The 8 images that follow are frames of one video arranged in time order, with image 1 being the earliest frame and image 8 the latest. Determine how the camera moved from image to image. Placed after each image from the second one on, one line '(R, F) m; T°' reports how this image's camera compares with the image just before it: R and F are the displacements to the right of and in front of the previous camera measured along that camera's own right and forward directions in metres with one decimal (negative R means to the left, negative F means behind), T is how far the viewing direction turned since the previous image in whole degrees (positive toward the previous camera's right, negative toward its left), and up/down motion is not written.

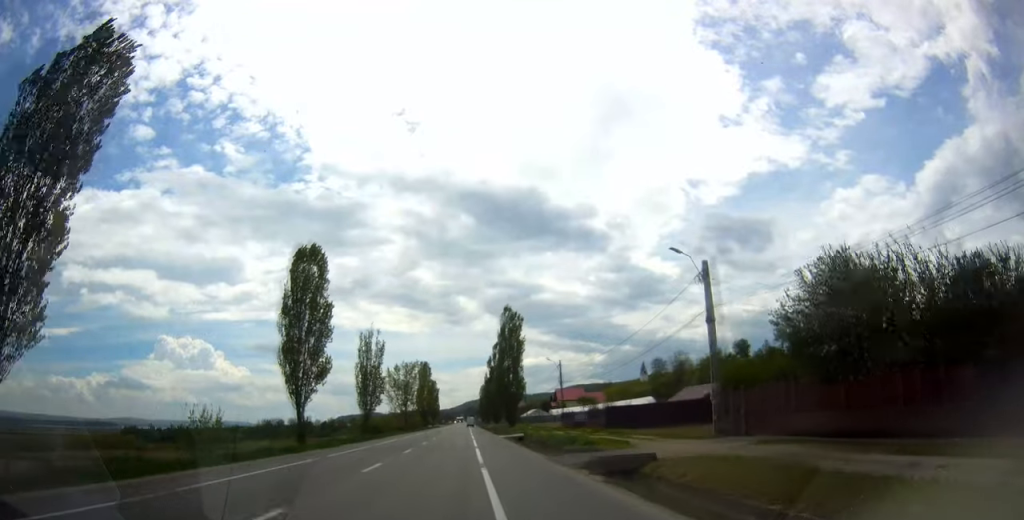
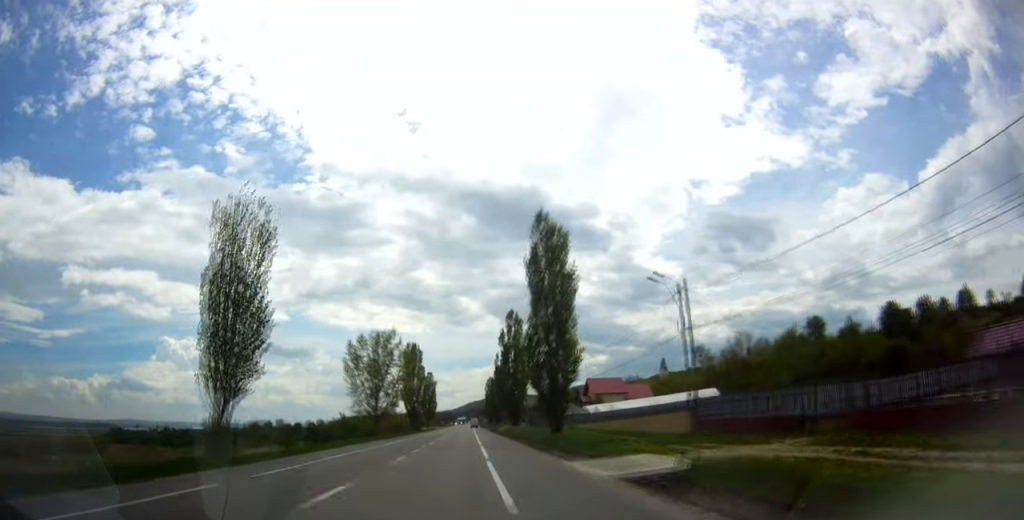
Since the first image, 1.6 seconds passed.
(-0.7, +41.3) m; -1°
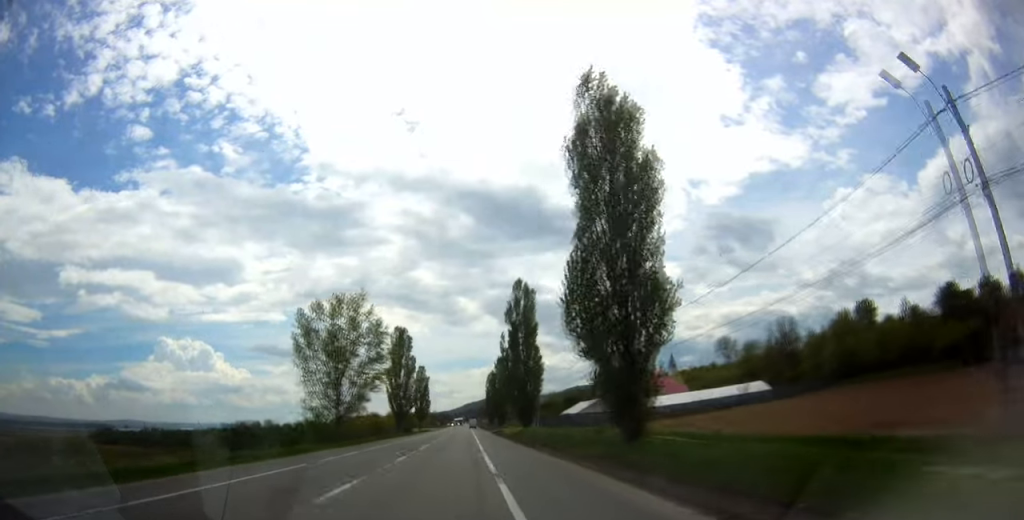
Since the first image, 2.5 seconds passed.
(0.0, +22.2) m; +1°
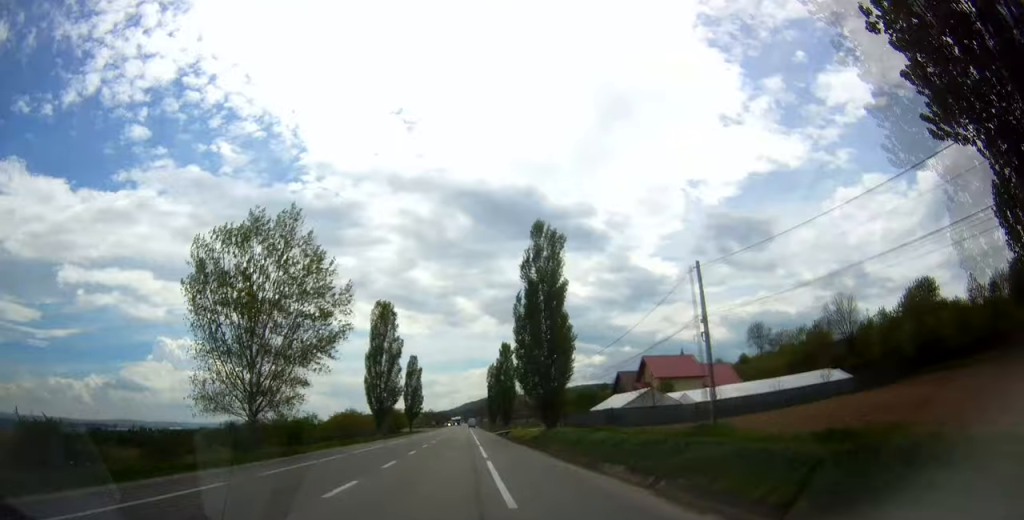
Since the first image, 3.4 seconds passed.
(+0.5, +22.2) m; 0°
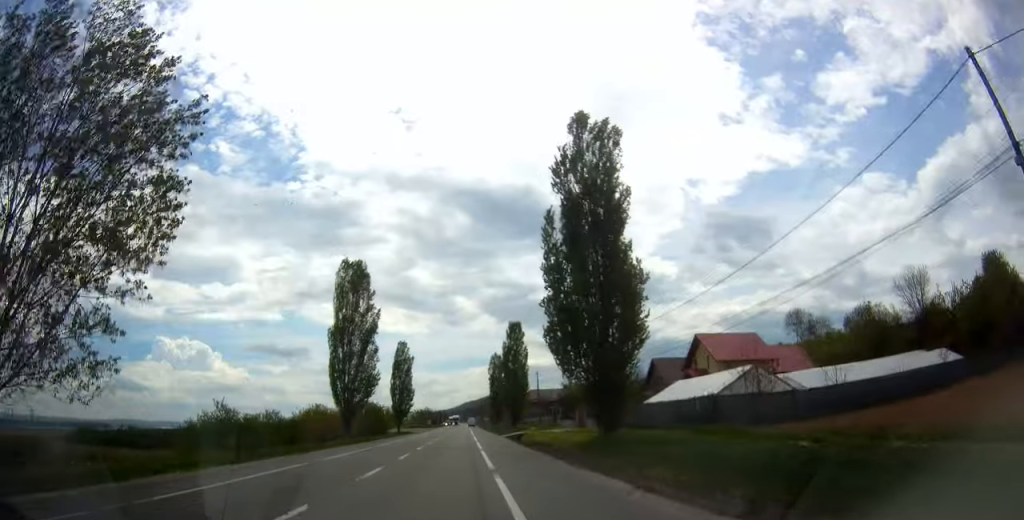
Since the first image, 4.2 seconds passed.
(-0.5, +21.2) m; -1°
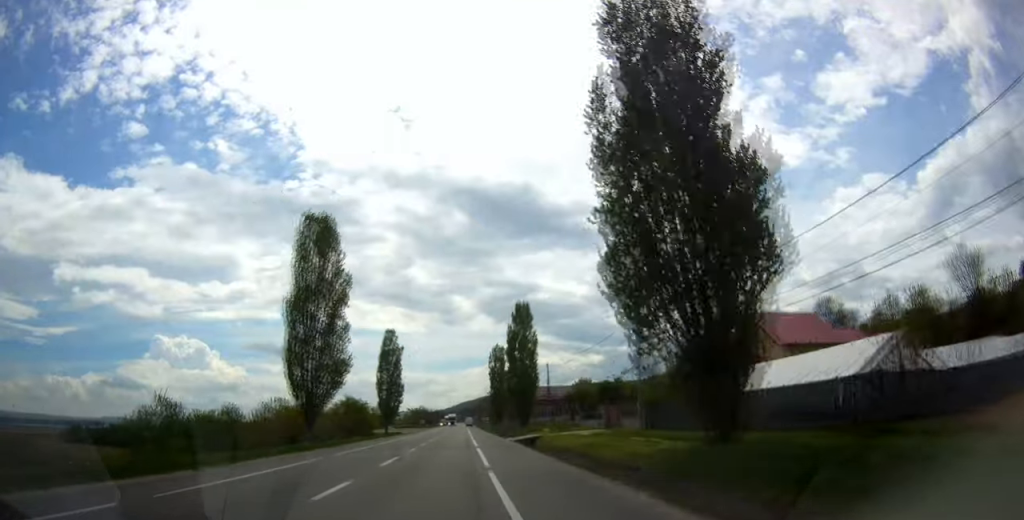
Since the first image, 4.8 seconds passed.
(0.0, +14.2) m; 0°
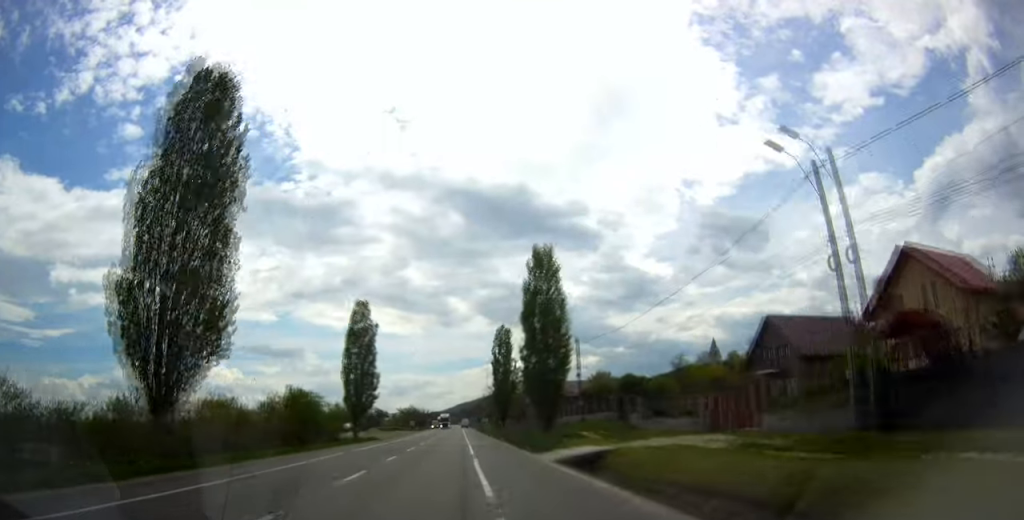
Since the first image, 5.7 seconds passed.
(+0.1, +23.3) m; 0°
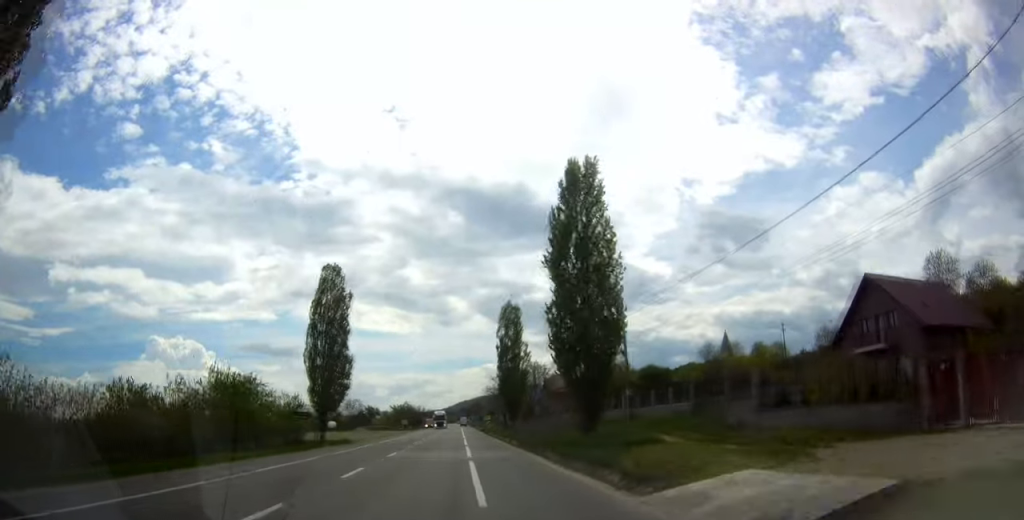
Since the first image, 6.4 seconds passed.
(-0.1, +16.2) m; 0°
